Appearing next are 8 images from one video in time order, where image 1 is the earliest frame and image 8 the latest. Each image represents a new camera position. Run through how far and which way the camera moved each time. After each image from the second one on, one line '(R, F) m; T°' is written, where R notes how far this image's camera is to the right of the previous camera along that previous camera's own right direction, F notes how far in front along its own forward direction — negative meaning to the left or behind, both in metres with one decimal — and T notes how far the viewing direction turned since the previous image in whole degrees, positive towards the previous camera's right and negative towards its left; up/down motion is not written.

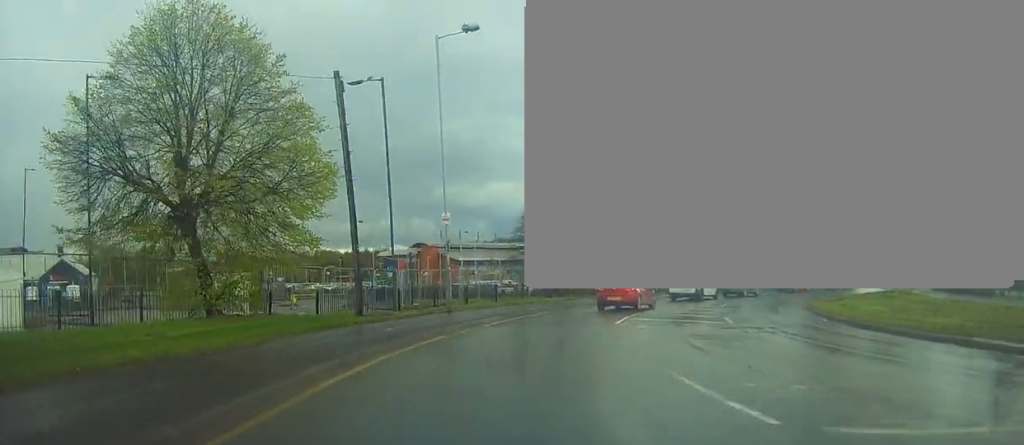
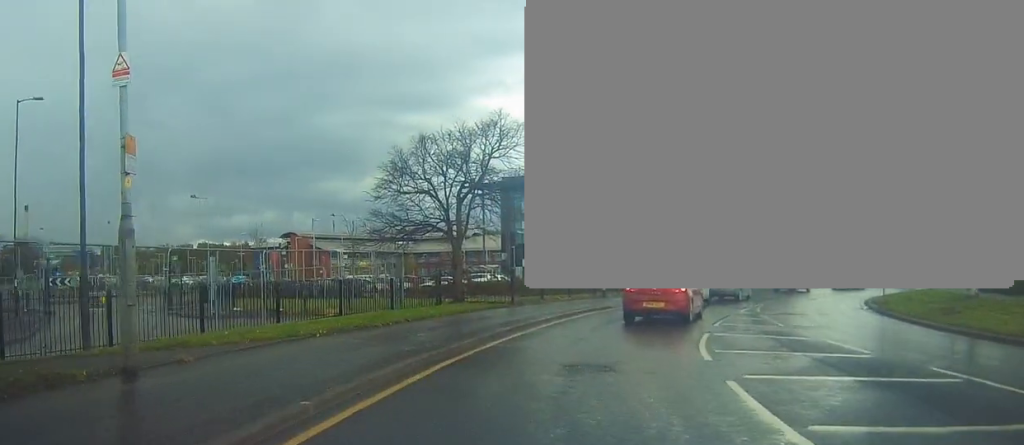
(+0.9, +17.5) m; +9°
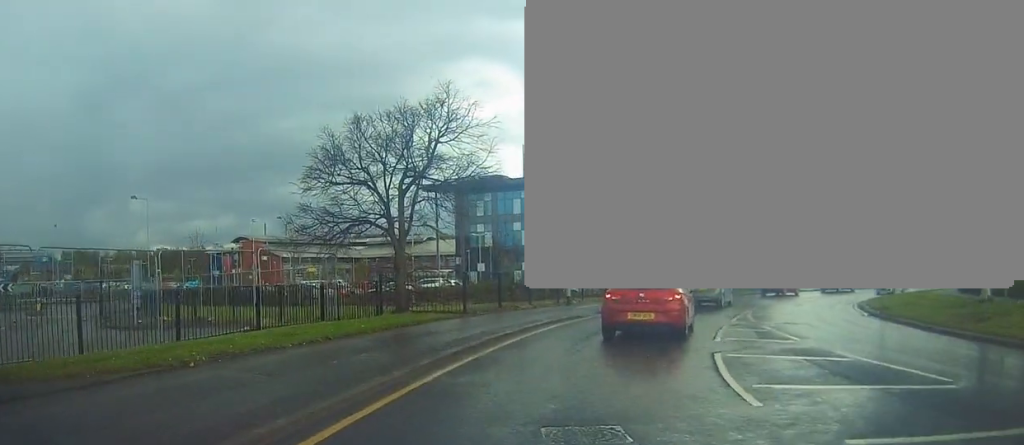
(-0.1, +3.9) m; +2°
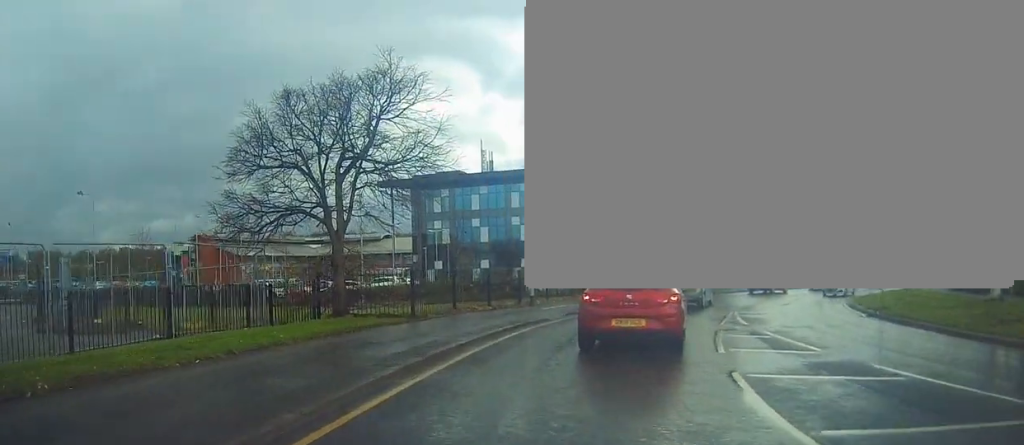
(+0.1, +3.1) m; +6°
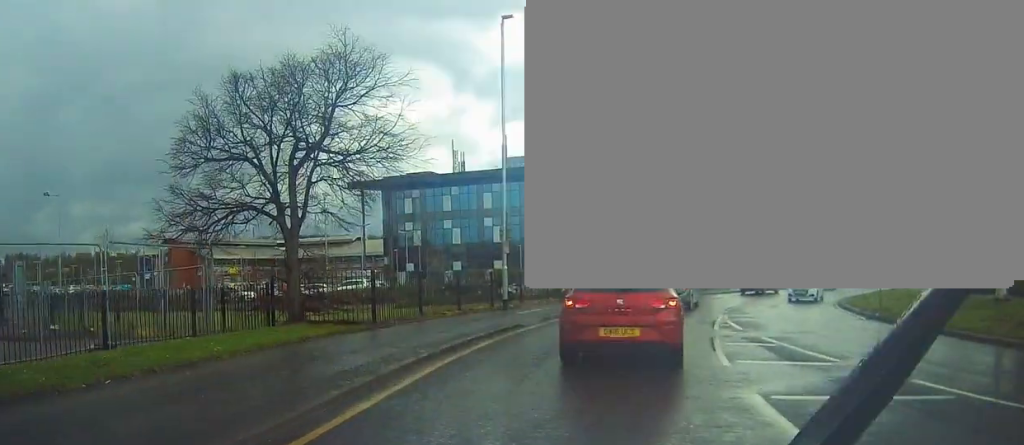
(+0.1, +1.9) m; +6°
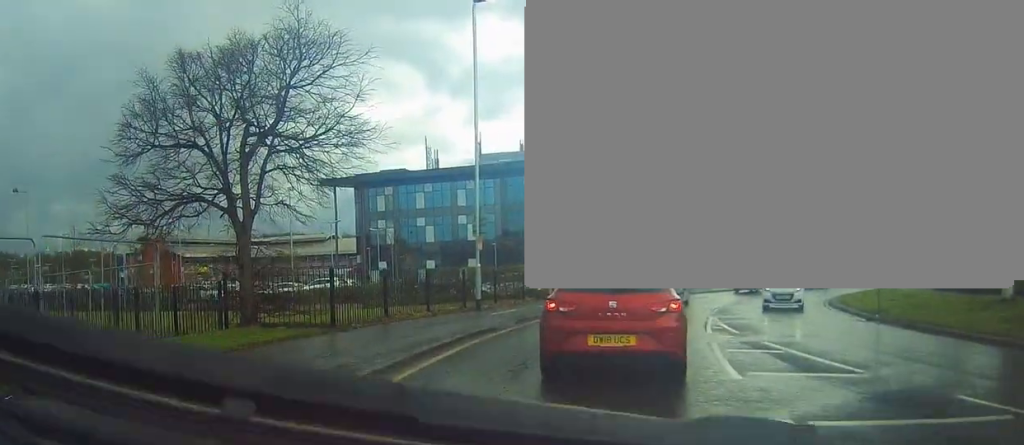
(0.0, +1.6) m; +5°
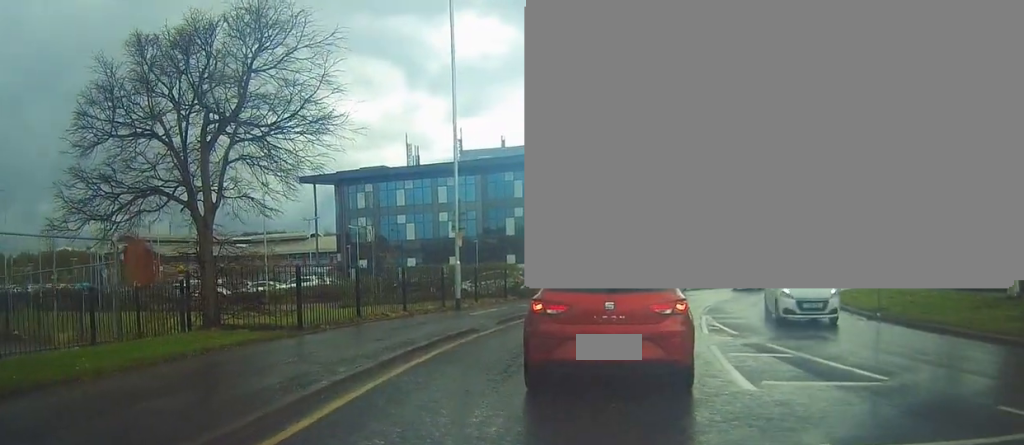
(+0.1, +1.1) m; +1°
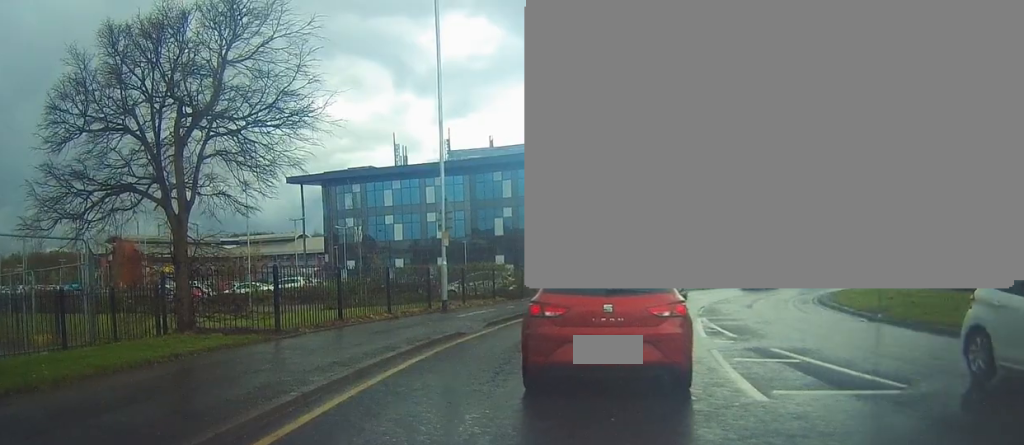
(-0.2, +0.9) m; 0°
